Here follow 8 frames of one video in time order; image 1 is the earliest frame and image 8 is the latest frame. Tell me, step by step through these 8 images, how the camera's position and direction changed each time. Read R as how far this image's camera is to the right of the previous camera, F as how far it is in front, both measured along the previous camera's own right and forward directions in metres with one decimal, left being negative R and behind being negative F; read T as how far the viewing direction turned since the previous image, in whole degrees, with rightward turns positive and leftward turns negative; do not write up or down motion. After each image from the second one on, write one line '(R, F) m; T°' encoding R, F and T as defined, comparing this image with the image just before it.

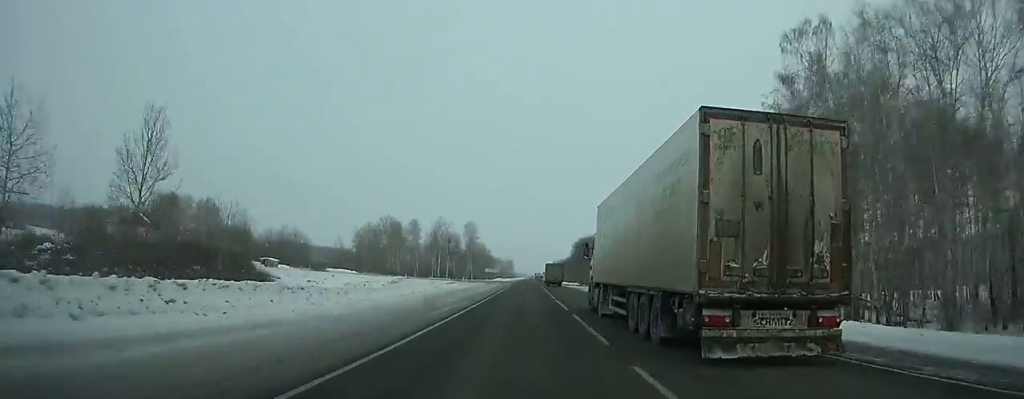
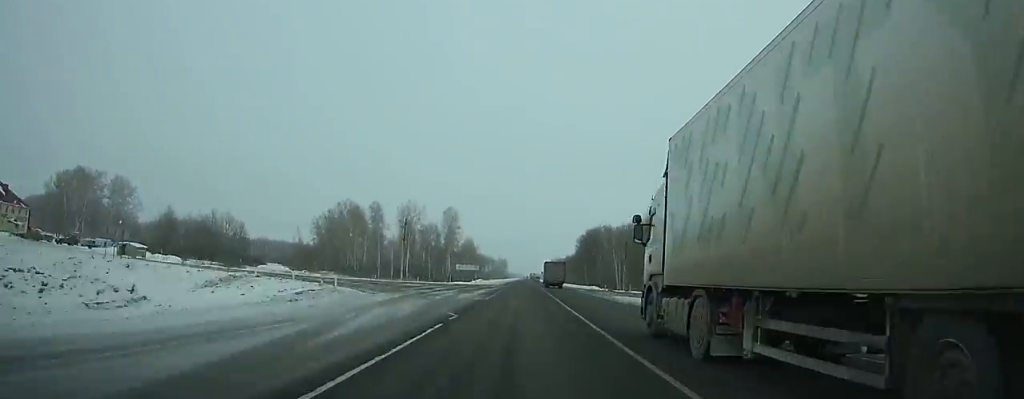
(+0.4, +54.6) m; 0°
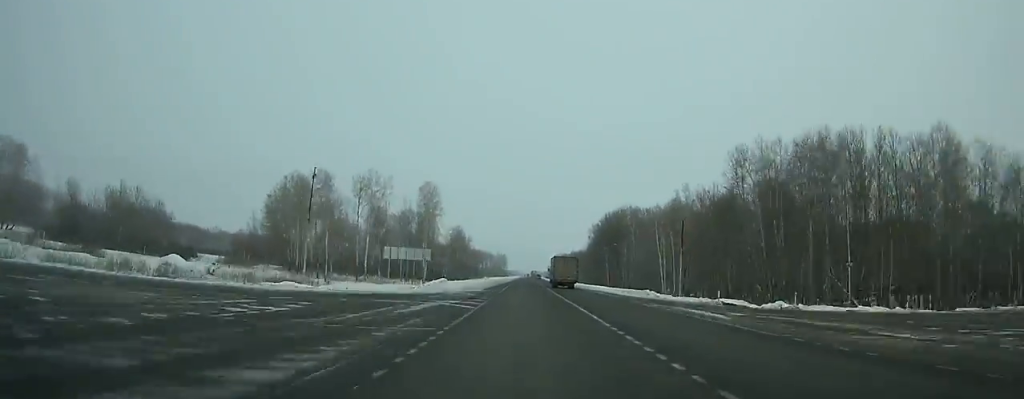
(+0.1, +49.8) m; 0°
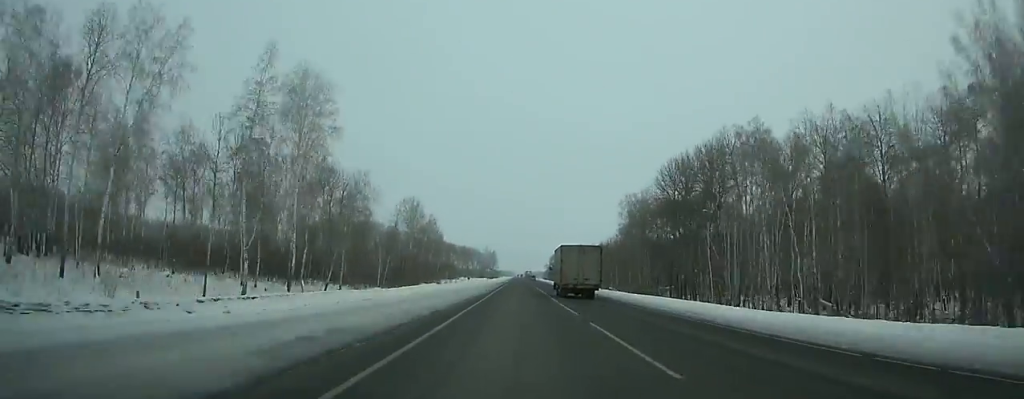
(+0.2, +85.6) m; 0°
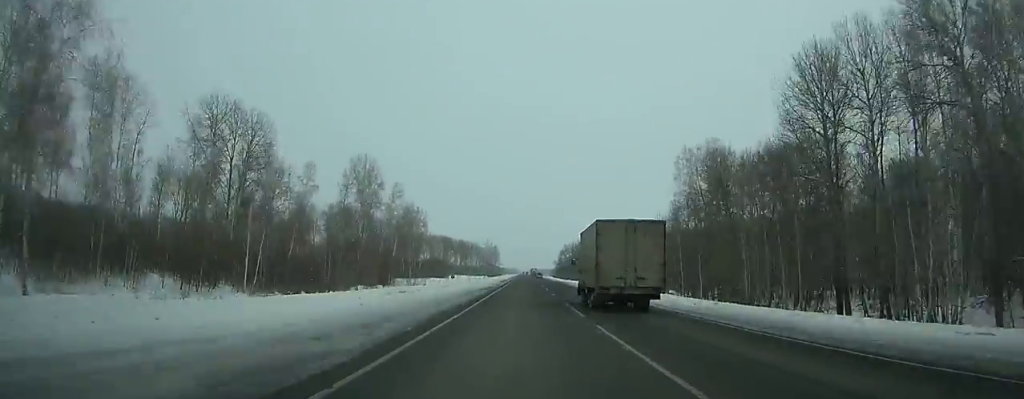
(0.0, +50.0) m; 0°
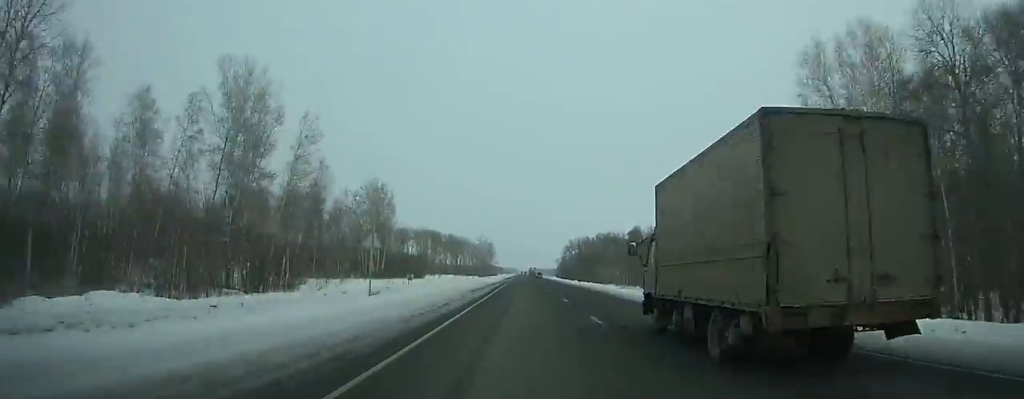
(-0.1, +43.7) m; 0°
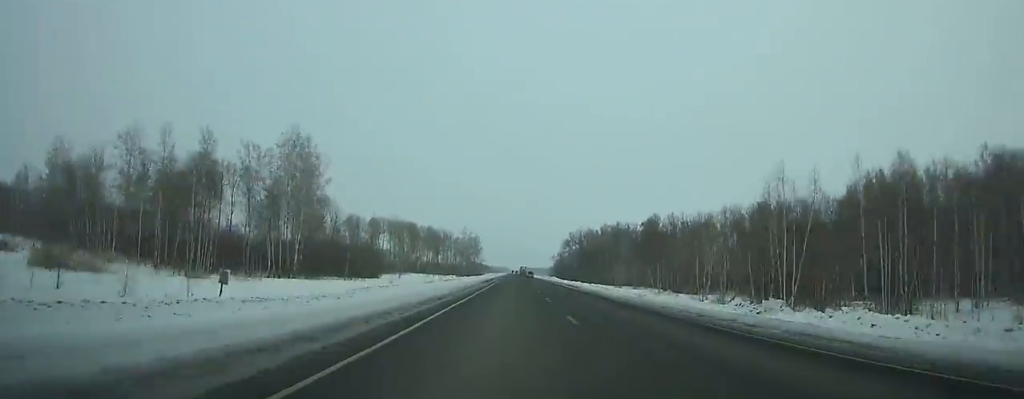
(+0.6, +46.7) m; 0°
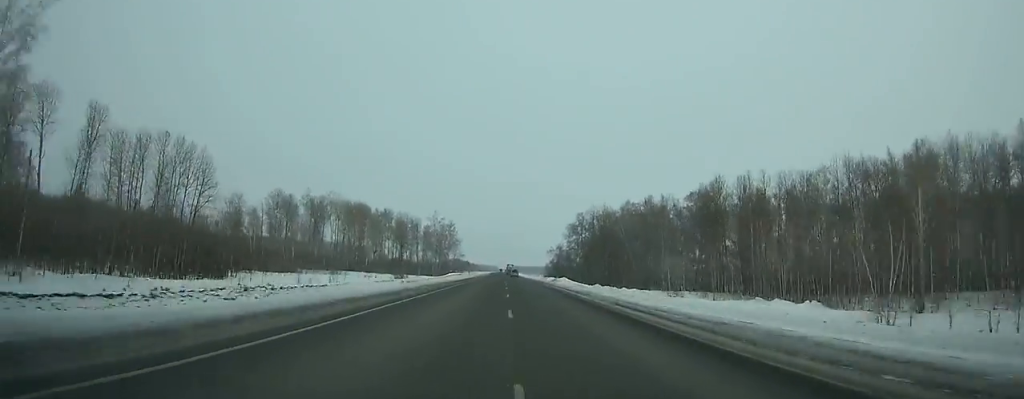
(+0.4, +71.0) m; 0°
